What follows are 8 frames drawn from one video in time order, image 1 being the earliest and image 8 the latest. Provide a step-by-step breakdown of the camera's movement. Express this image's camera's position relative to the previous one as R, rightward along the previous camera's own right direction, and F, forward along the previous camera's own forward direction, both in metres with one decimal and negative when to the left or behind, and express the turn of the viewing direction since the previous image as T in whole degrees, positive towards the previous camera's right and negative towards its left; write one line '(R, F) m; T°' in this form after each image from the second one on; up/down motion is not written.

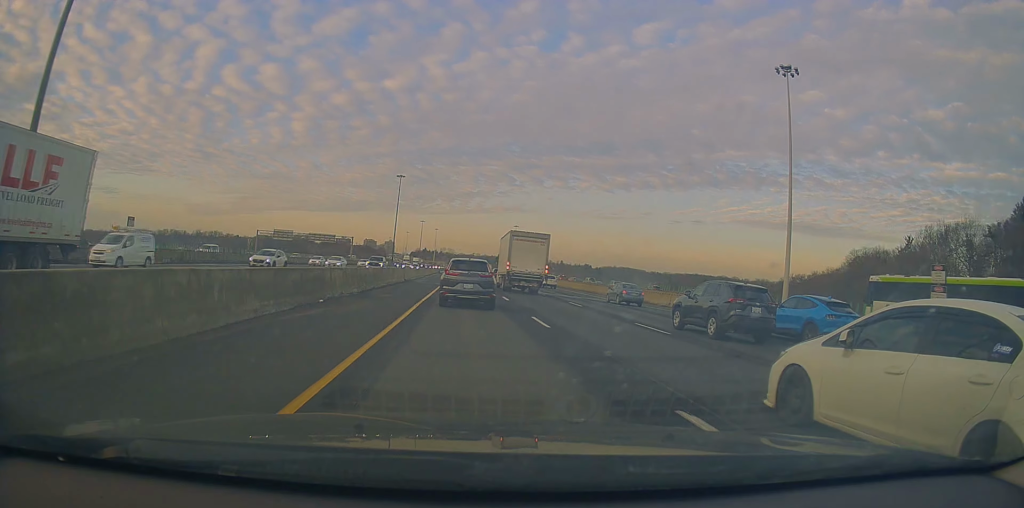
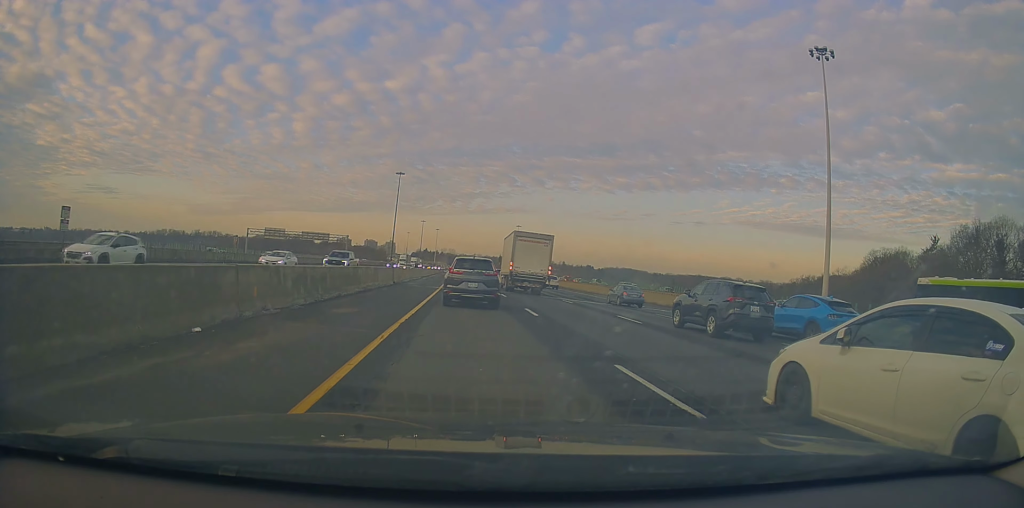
(-0.2, +8.9) m; 0°
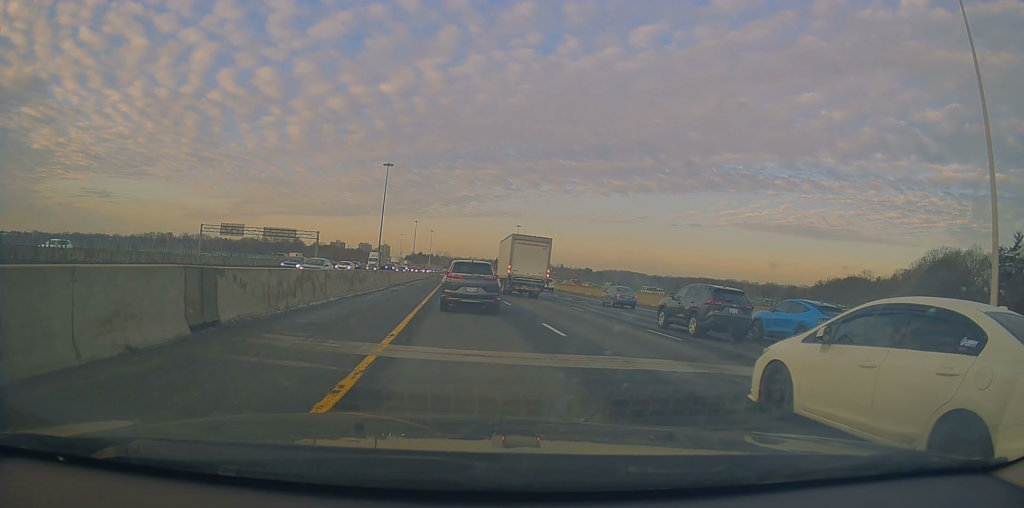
(+0.4, +27.8) m; +1°
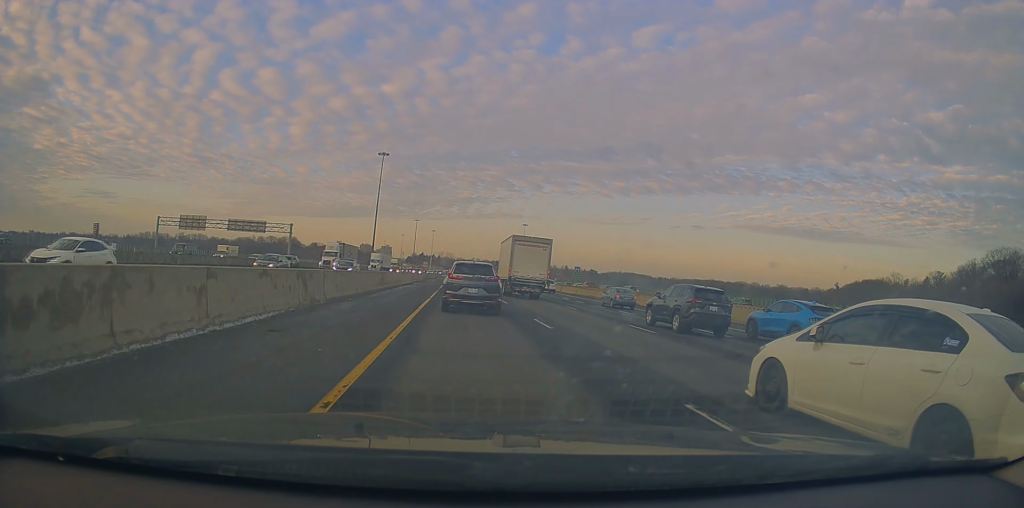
(+0.1, +22.1) m; 0°
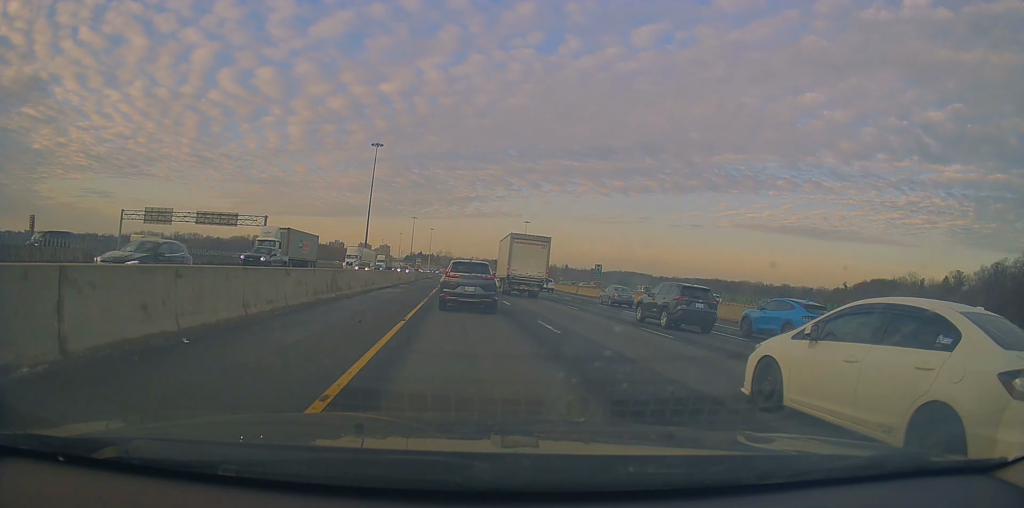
(+0.2, +13.2) m; -1°
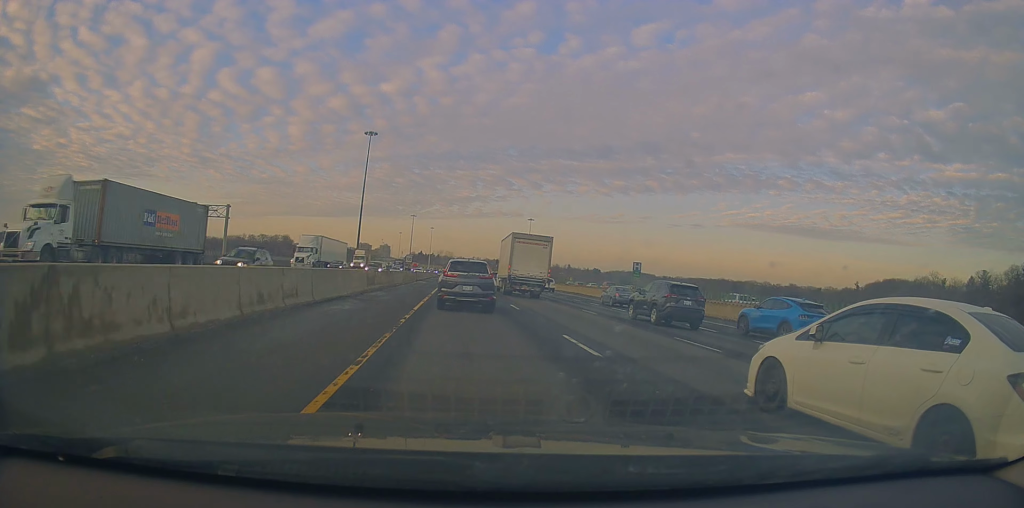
(-0.6, +15.2) m; 0°
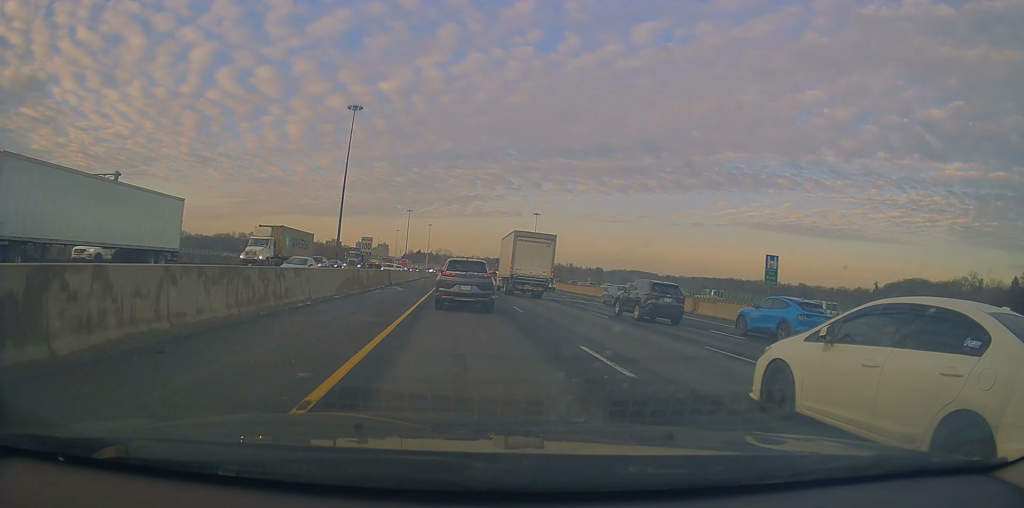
(+0.5, +25.9) m; +3°
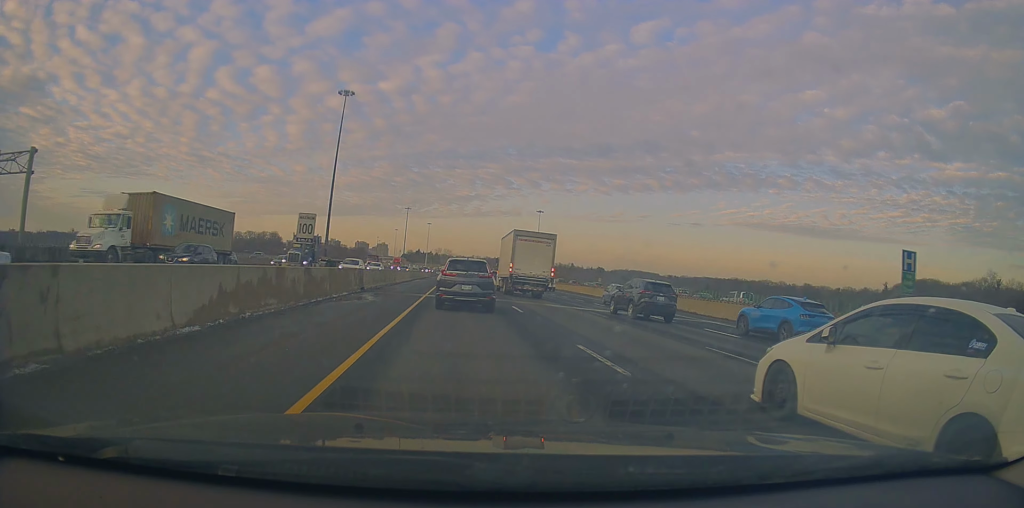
(+0.3, +11.9) m; -1°
